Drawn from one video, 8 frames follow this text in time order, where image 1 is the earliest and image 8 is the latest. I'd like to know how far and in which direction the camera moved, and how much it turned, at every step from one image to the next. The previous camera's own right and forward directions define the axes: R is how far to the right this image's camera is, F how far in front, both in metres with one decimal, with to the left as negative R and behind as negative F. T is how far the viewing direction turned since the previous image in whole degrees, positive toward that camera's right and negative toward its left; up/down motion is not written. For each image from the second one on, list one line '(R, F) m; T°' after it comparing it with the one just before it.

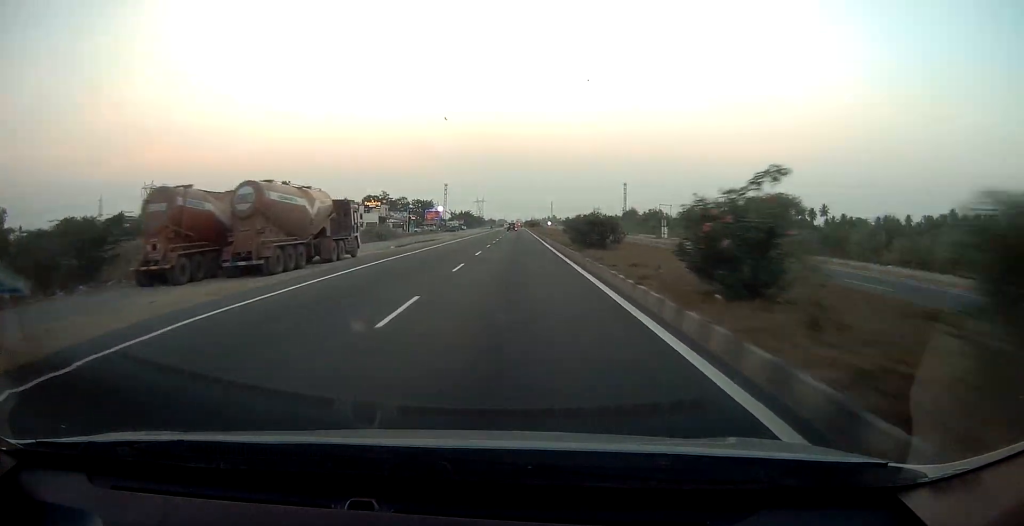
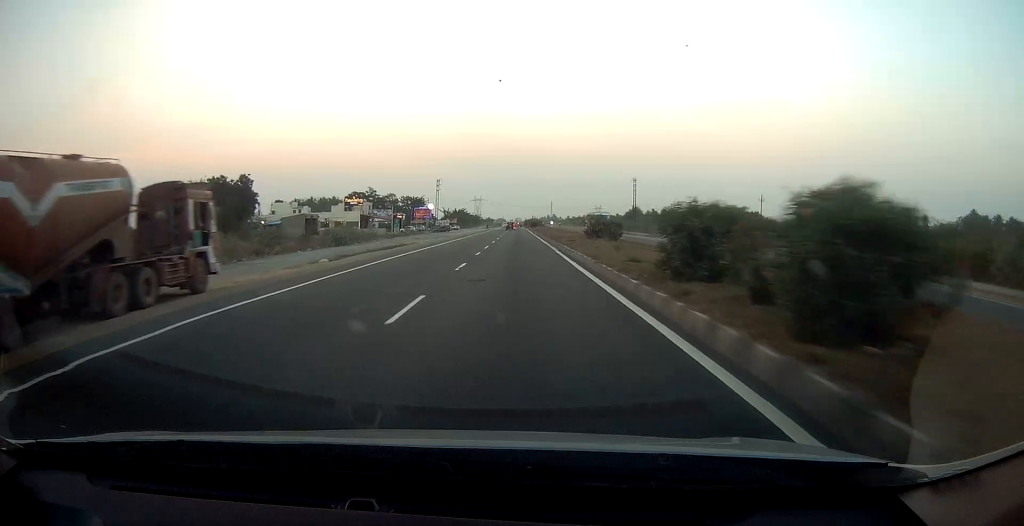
(0.0, +17.9) m; 0°
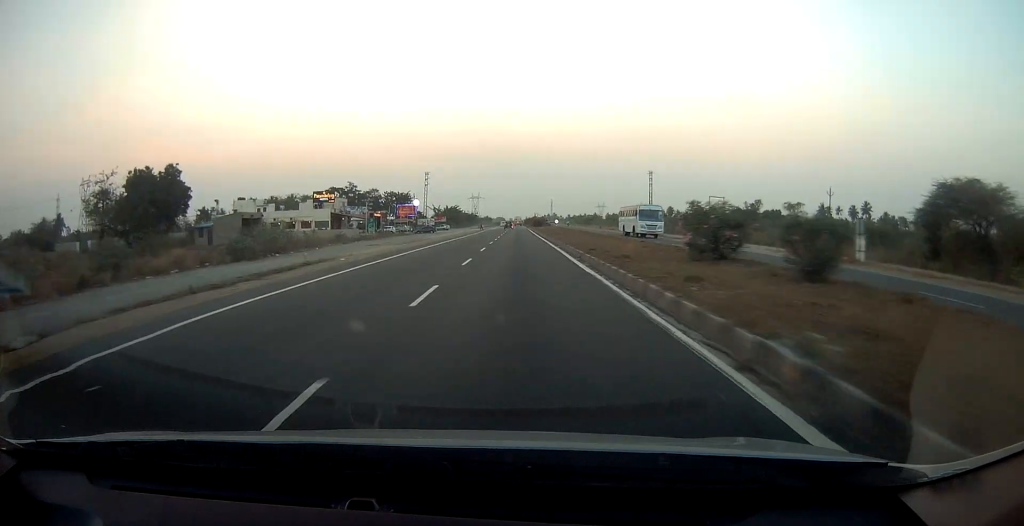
(0.0, +22.6) m; 0°
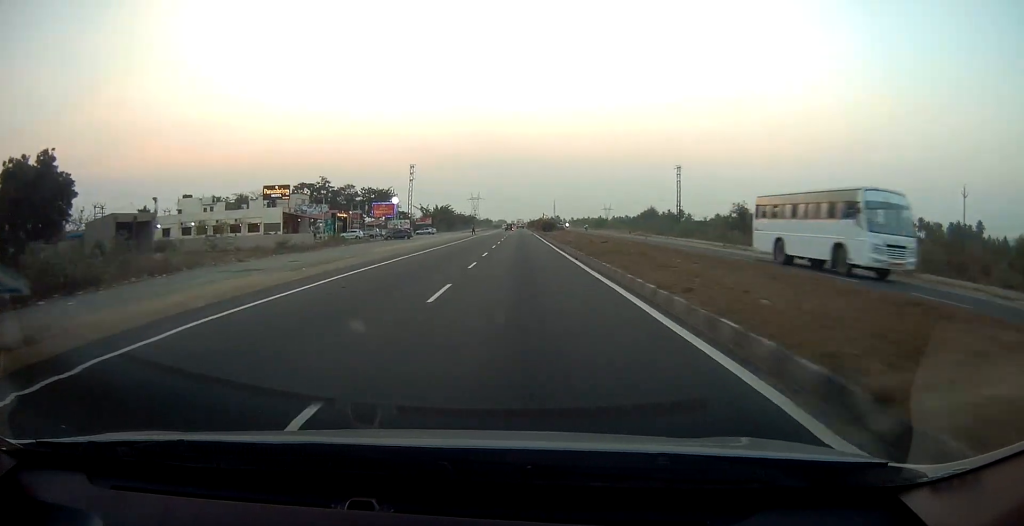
(-0.1, +26.2) m; 0°
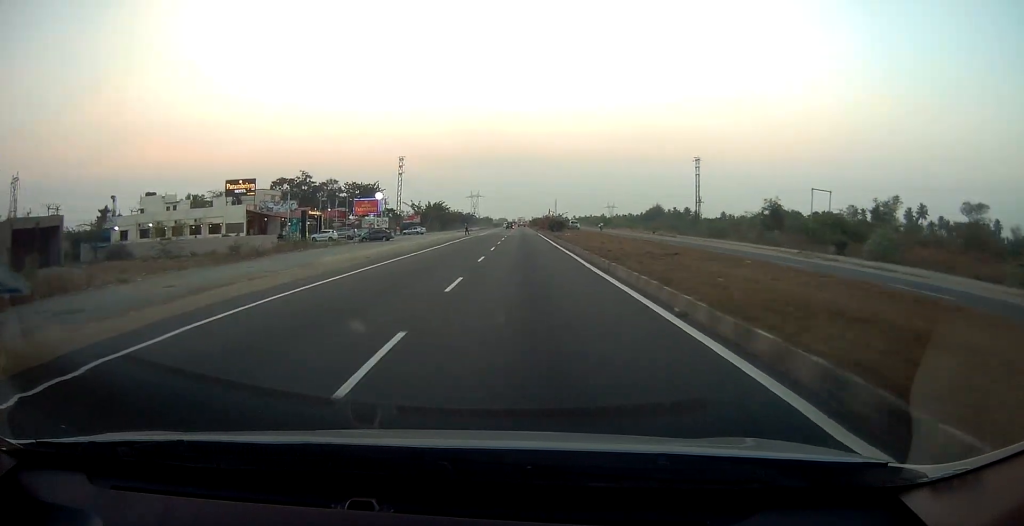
(0.0, +13.8) m; 0°
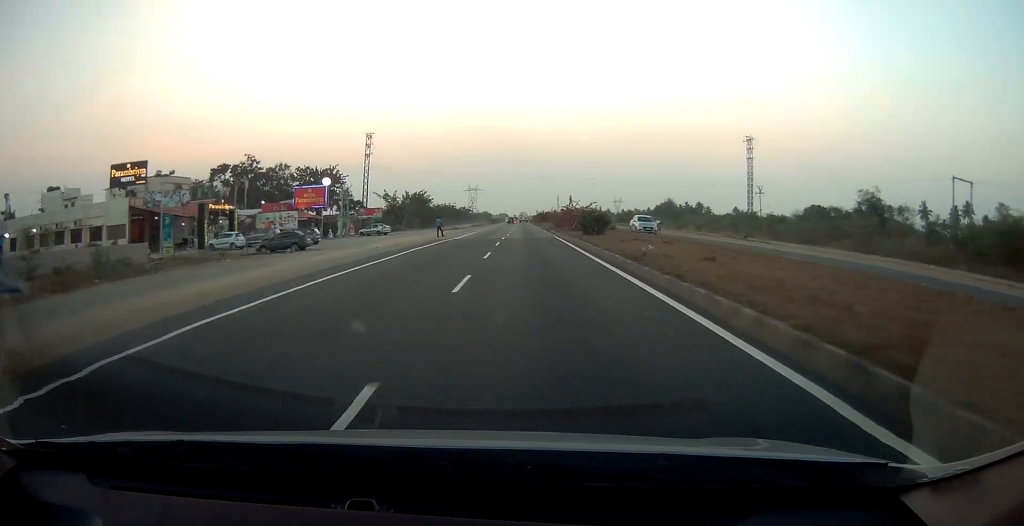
(0.0, +28.0) m; 0°
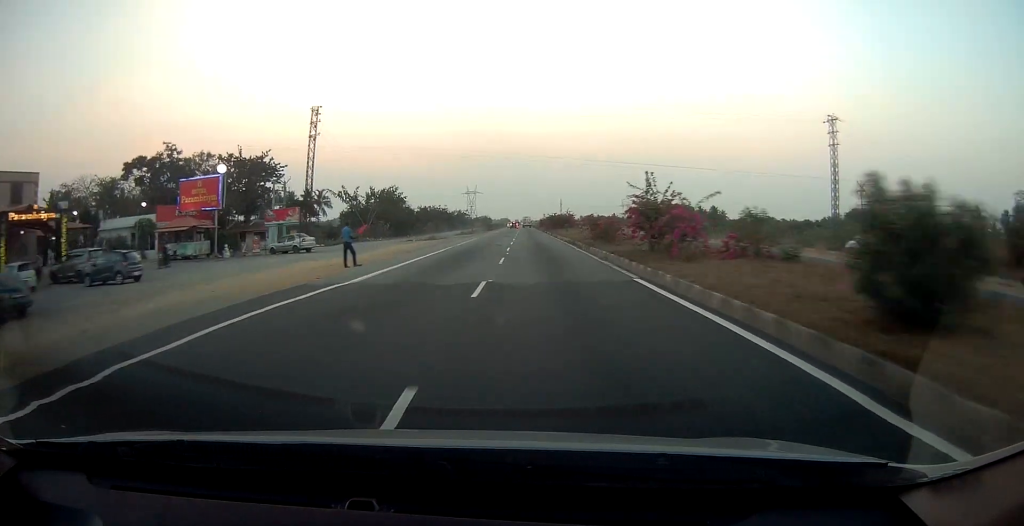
(-0.1, +27.1) m; 0°
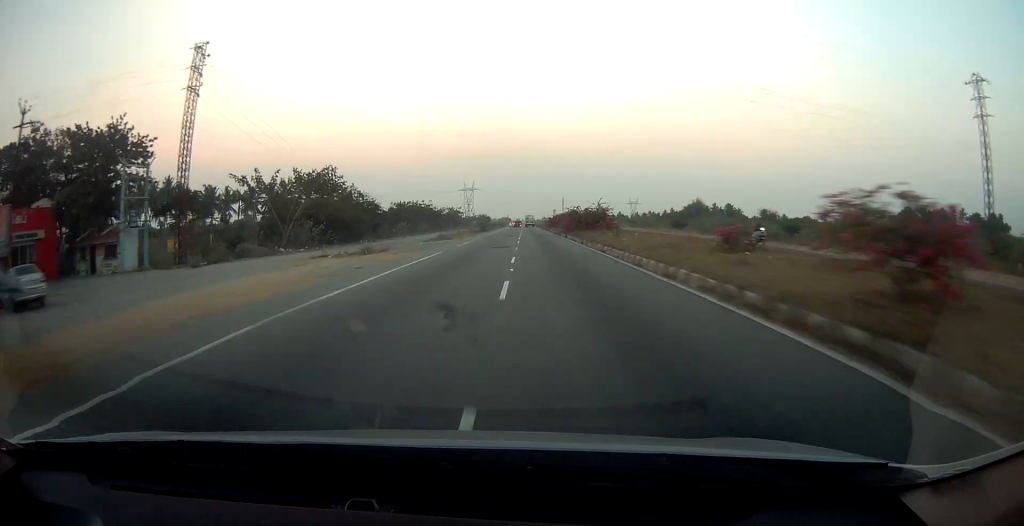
(0.0, +28.1) m; 0°
